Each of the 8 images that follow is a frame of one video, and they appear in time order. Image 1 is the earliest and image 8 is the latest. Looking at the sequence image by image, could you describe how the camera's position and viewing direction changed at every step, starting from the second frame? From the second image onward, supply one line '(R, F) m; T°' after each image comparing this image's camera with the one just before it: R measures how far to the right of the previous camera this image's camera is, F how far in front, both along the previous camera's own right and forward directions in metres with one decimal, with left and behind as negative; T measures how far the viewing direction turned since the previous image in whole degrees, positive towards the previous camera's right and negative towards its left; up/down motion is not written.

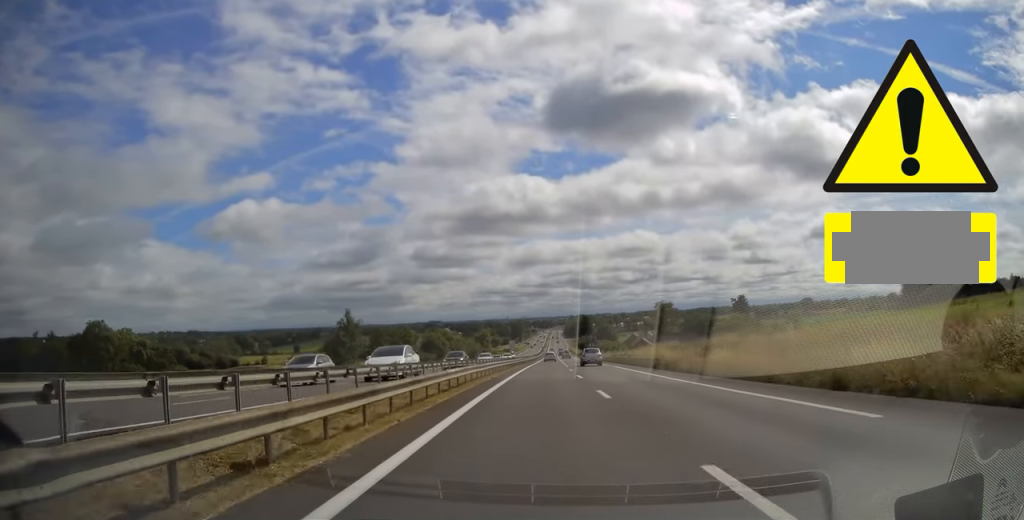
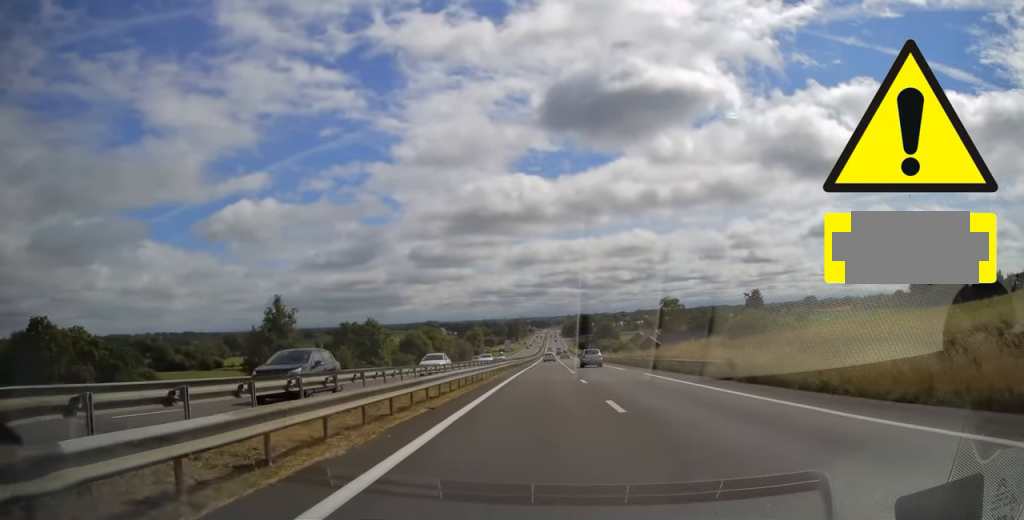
(+0.2, +15.7) m; 0°
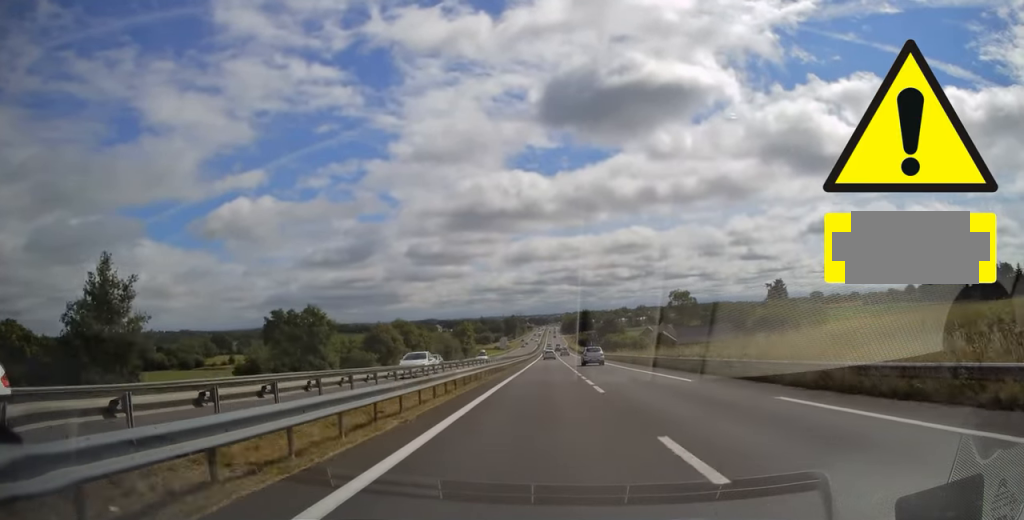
(+0.1, +19.4) m; 0°
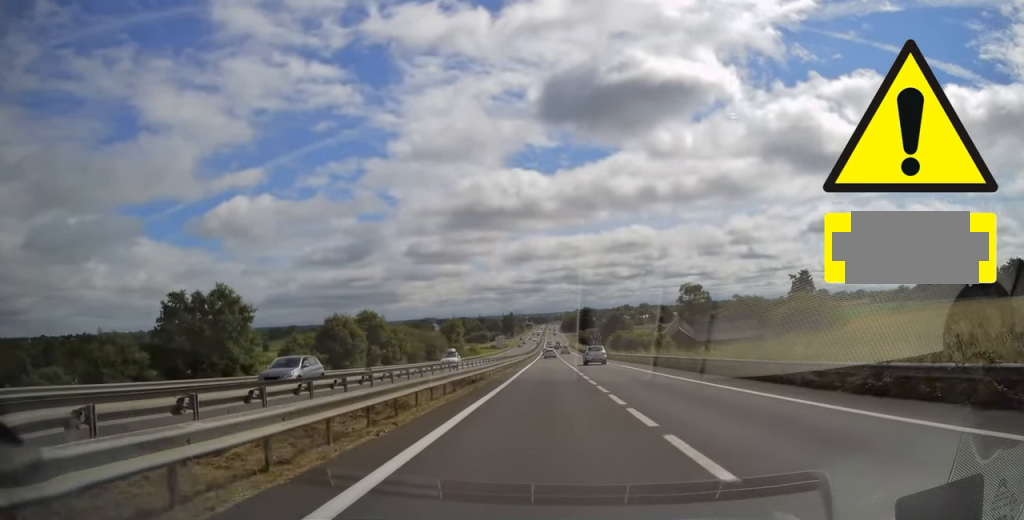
(-0.2, +16.8) m; 0°
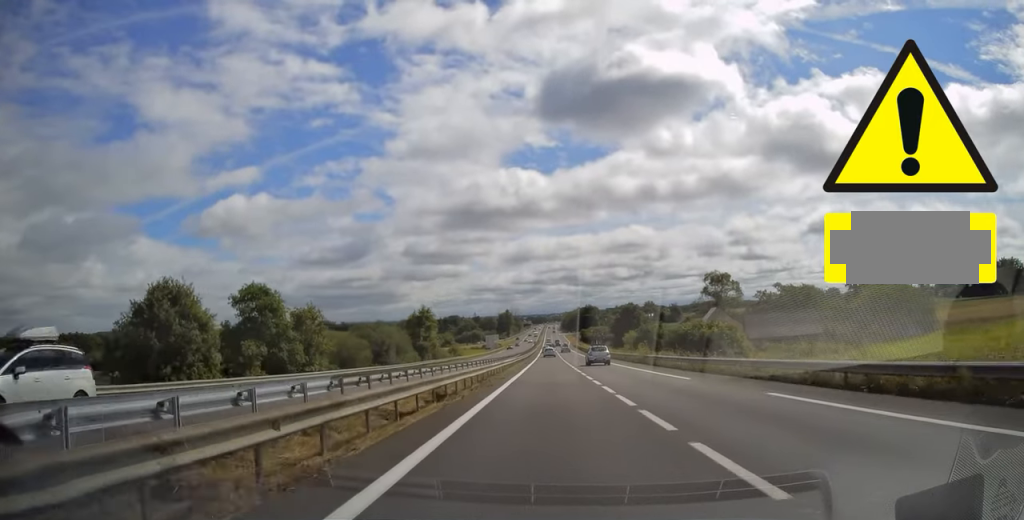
(+0.2, +30.6) m; 0°
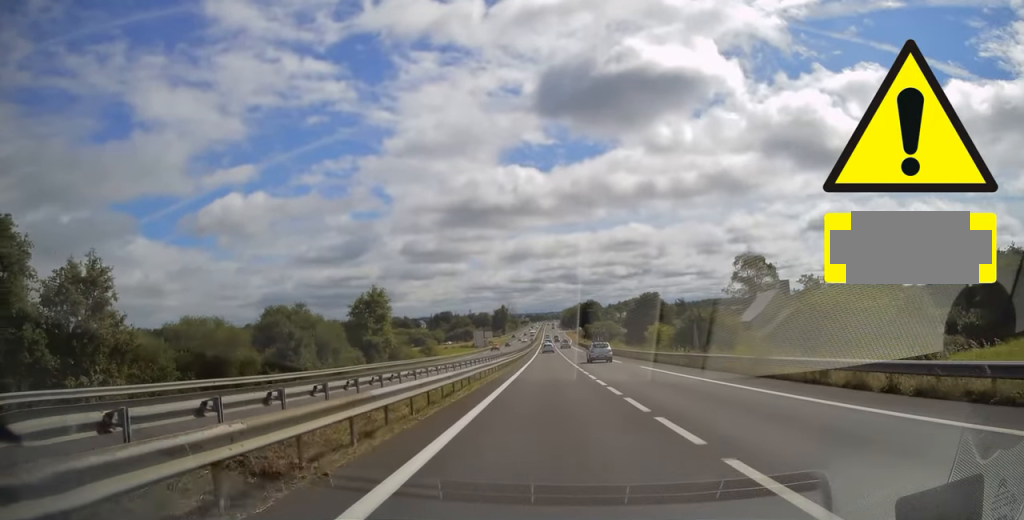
(-0.1, +26.9) m; 0°
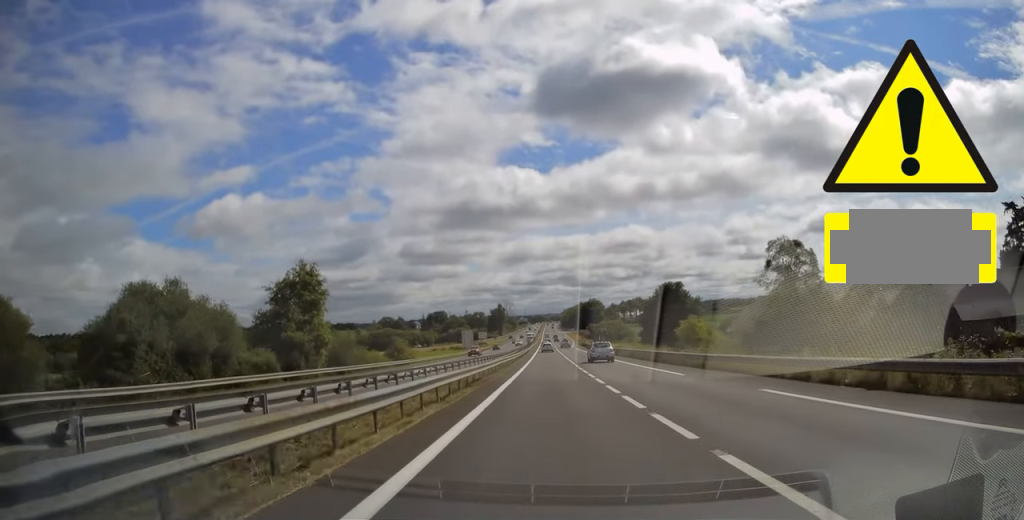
(-0.1, +20.6) m; 0°
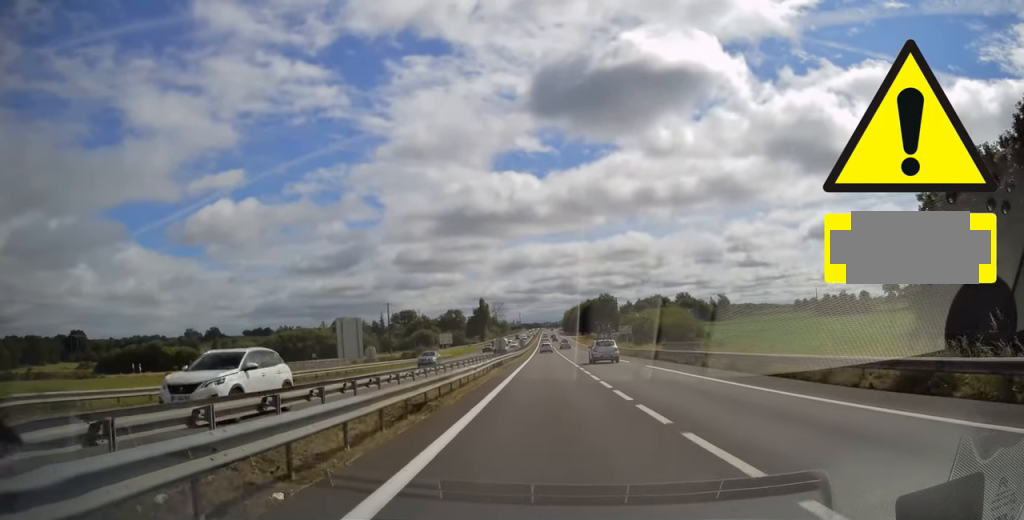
(+0.5, +79.2) m; 0°
